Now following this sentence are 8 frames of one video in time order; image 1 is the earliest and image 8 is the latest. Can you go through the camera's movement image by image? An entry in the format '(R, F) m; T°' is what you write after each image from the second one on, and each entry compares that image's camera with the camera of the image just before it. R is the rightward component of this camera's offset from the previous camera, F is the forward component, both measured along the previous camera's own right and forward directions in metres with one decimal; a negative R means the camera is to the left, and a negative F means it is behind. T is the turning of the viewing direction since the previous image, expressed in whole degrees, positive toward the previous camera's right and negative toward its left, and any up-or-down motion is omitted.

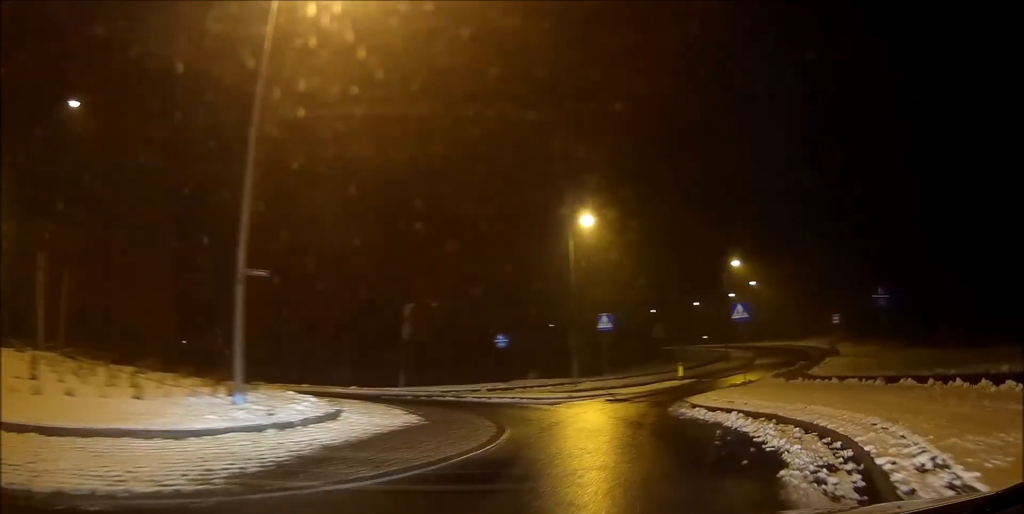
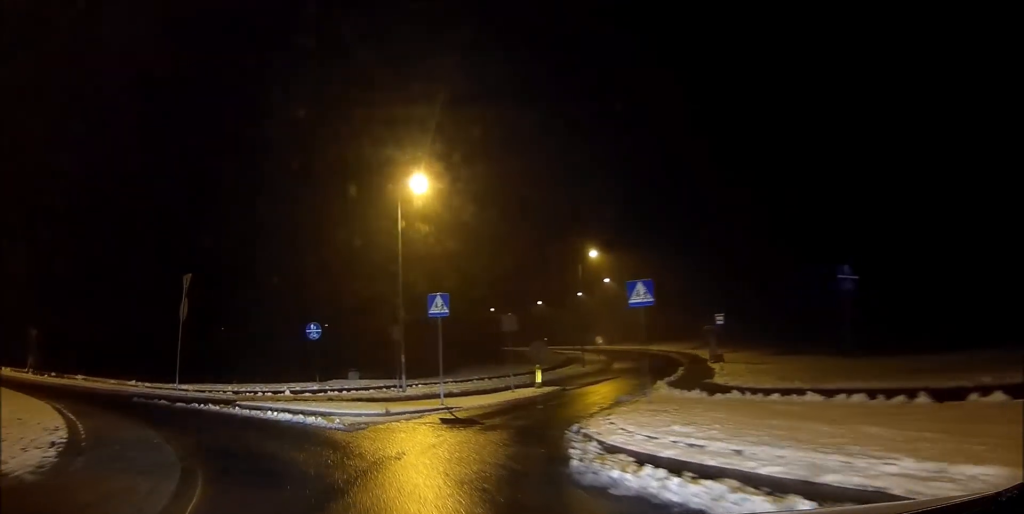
(+0.2, +7.1) m; 0°
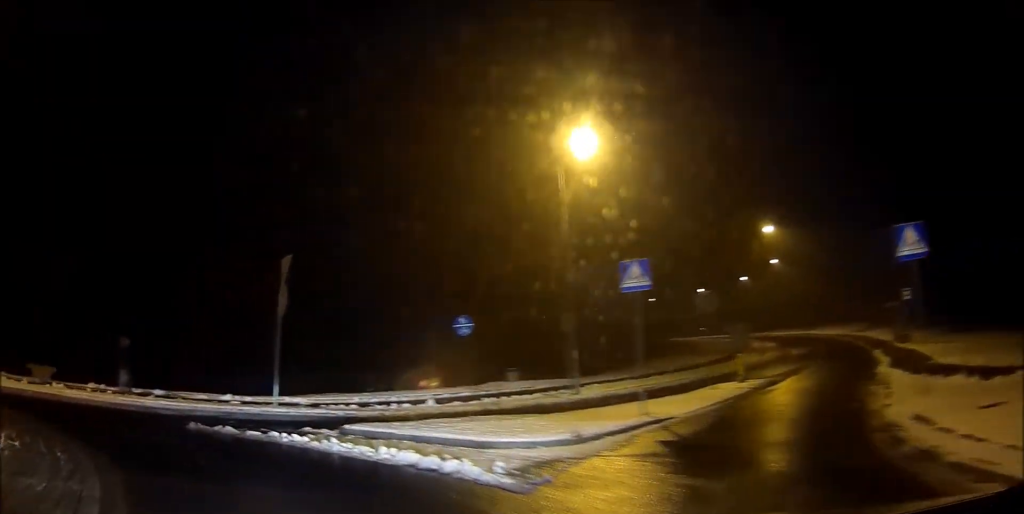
(-0.2, +4.8) m; -9°
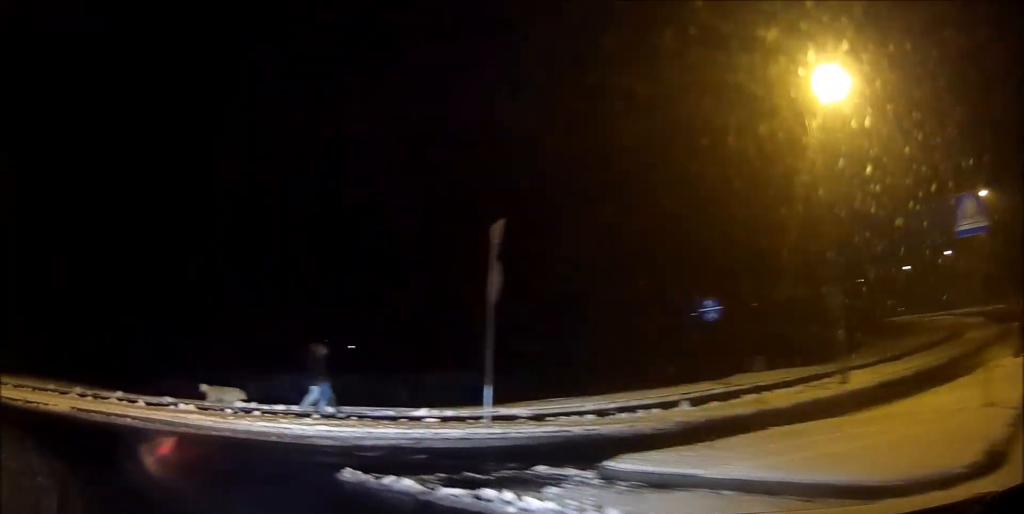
(-0.5, +4.3) m; -15°
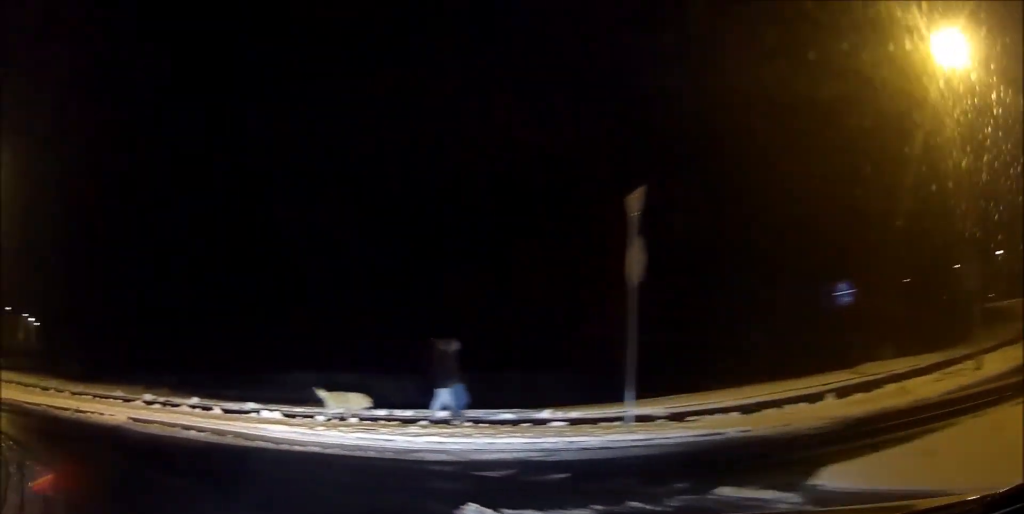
(0.0, +2.0) m; -9°
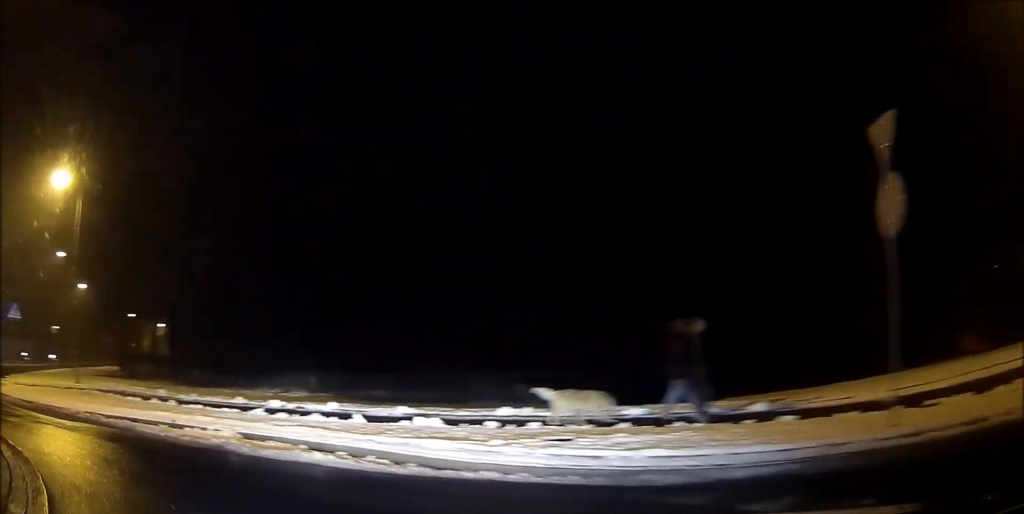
(-0.4, +2.8) m; -14°
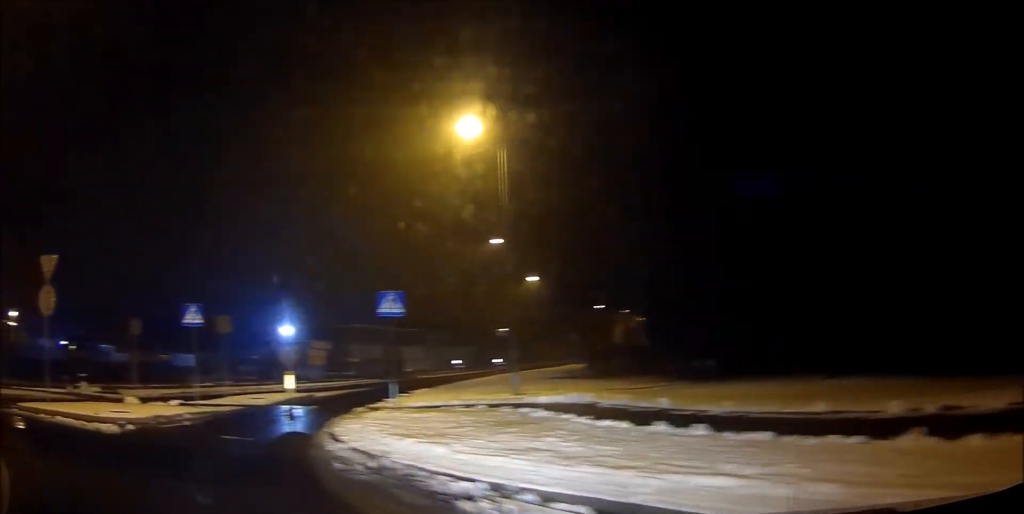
(-2.6, +7.5) m; -40°
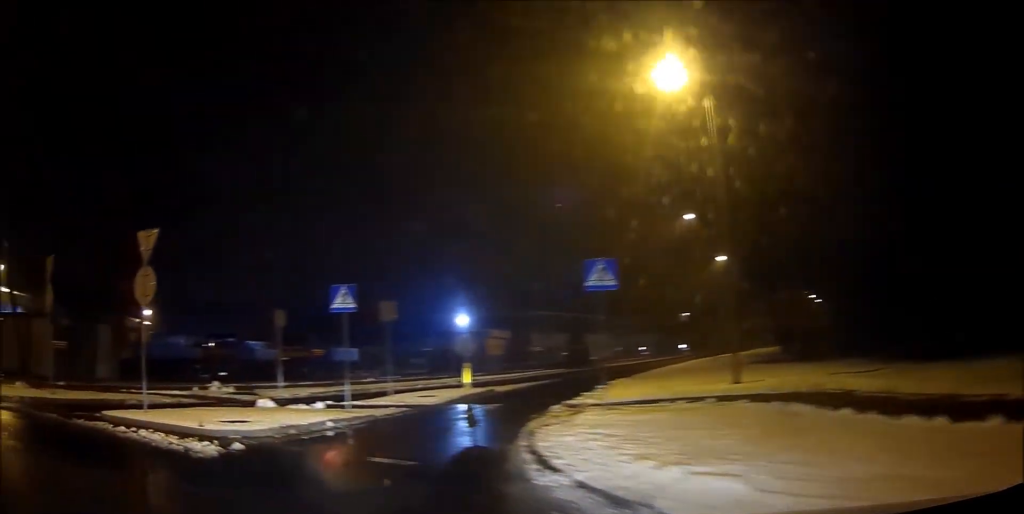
(-0.7, +3.3) m; -9°
